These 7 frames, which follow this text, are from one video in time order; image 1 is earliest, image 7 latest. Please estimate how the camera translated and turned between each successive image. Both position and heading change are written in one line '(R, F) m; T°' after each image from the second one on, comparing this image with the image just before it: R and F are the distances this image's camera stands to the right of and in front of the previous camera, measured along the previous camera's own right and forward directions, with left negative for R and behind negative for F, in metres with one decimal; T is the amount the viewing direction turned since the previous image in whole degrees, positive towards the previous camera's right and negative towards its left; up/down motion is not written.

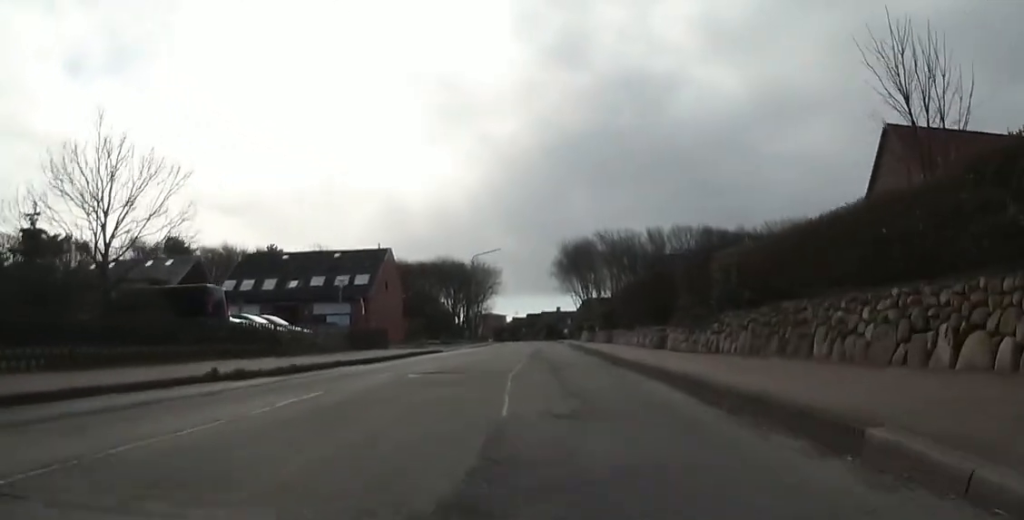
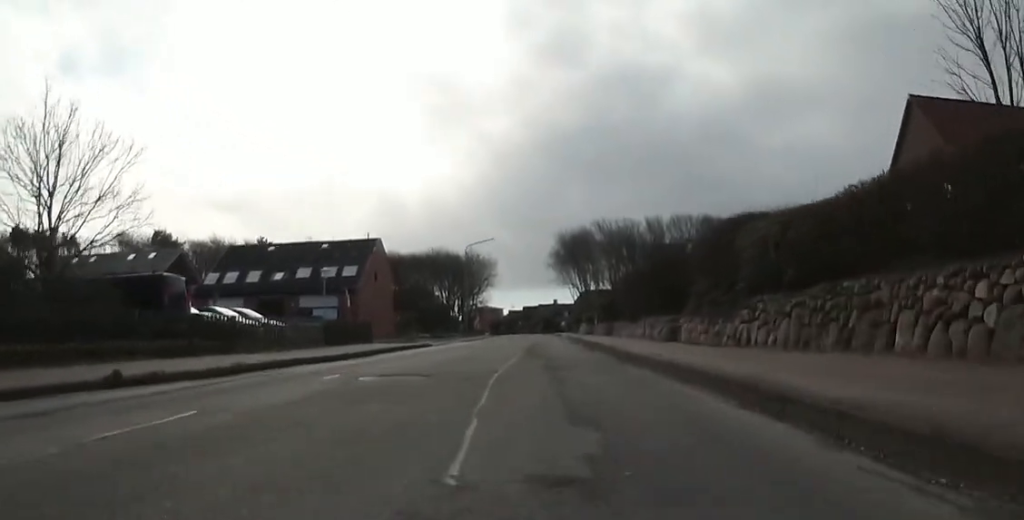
(-0.4, +2.8) m; -4°
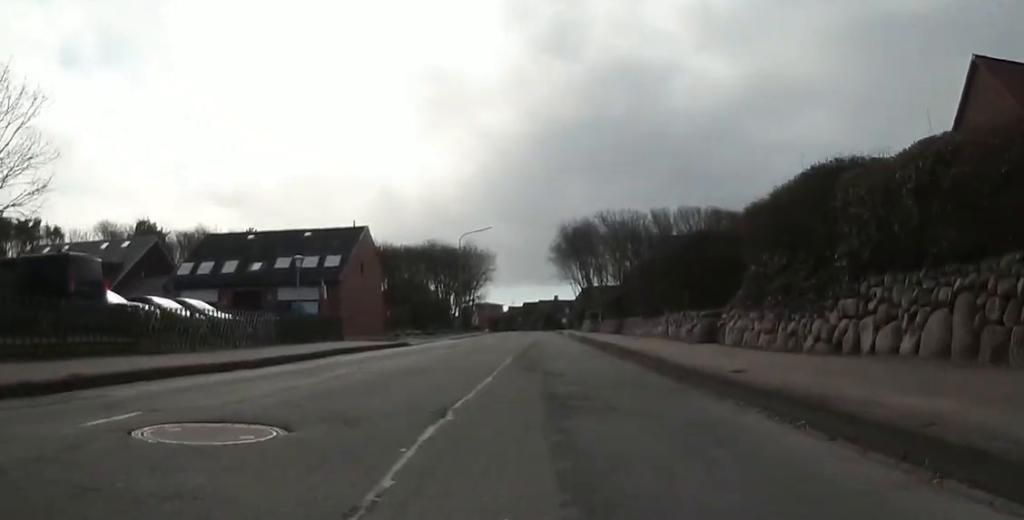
(-0.3, +5.0) m; -1°
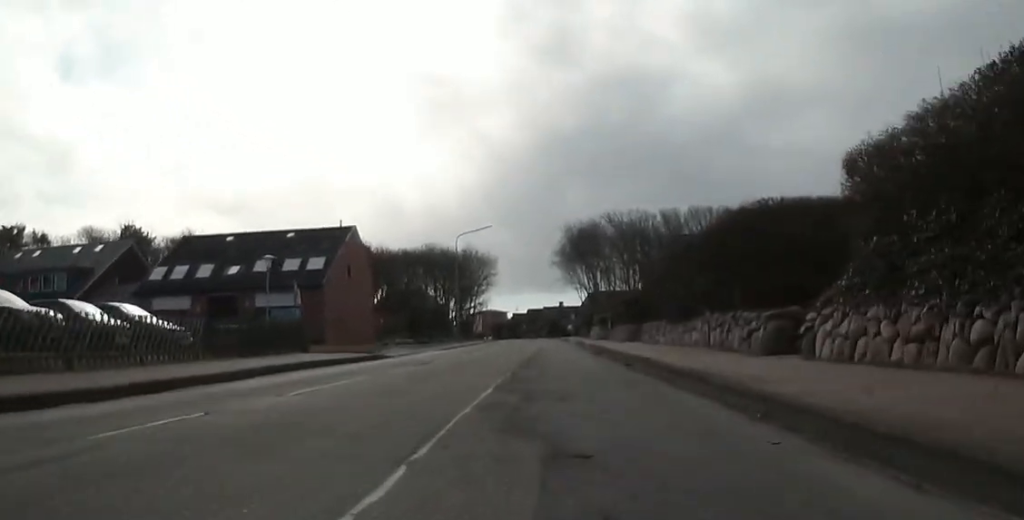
(+0.1, +5.0) m; +5°
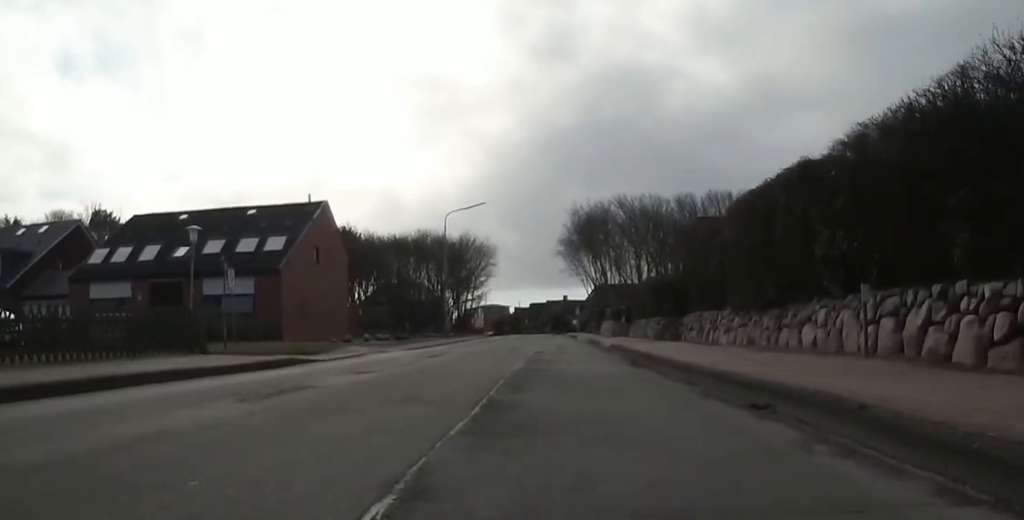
(+0.2, +7.7) m; -4°
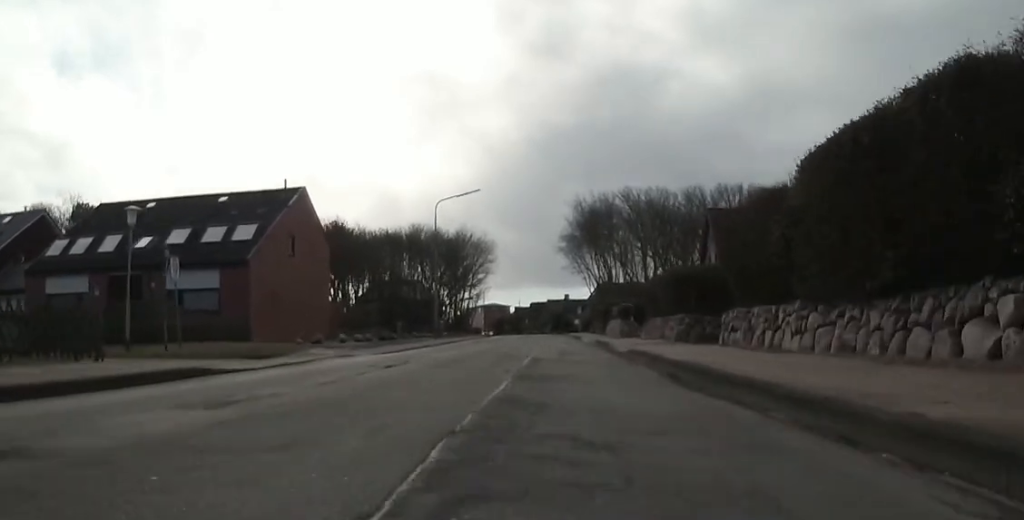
(-0.2, +4.2) m; +1°
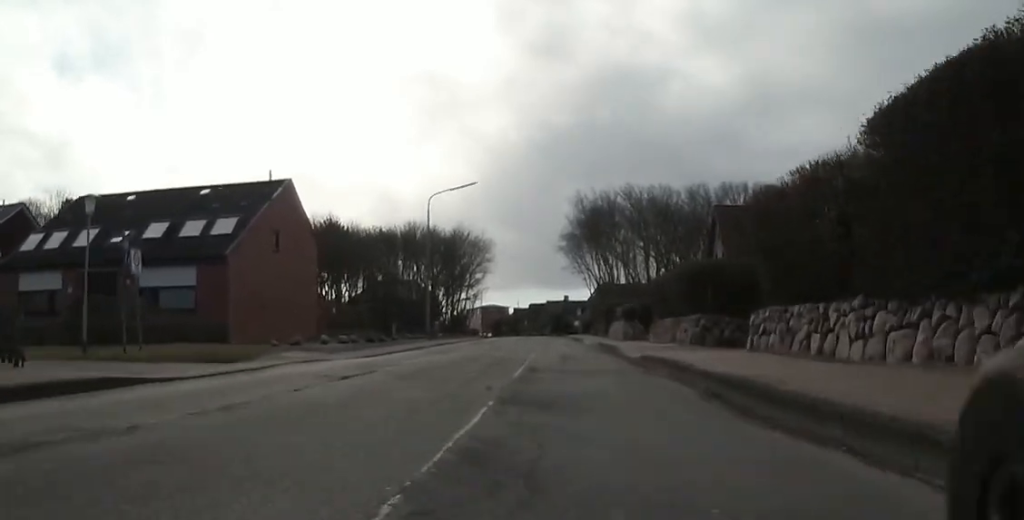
(-0.2, +2.3) m; +3°
